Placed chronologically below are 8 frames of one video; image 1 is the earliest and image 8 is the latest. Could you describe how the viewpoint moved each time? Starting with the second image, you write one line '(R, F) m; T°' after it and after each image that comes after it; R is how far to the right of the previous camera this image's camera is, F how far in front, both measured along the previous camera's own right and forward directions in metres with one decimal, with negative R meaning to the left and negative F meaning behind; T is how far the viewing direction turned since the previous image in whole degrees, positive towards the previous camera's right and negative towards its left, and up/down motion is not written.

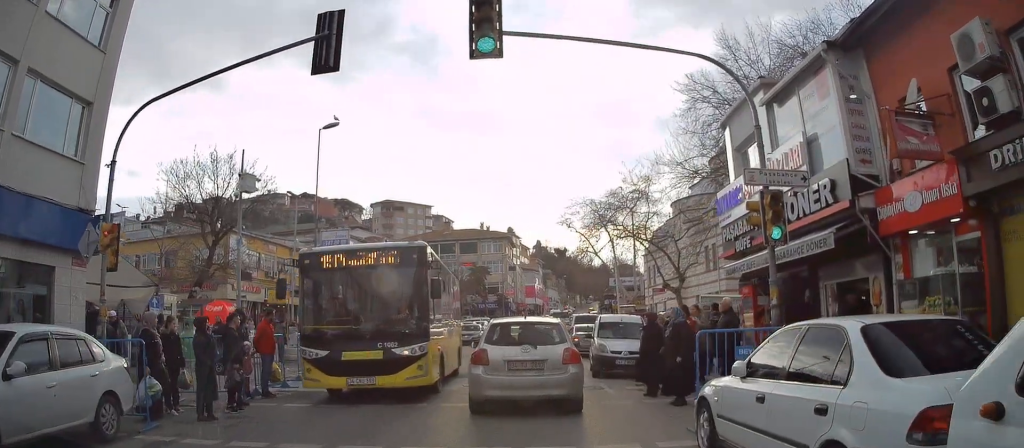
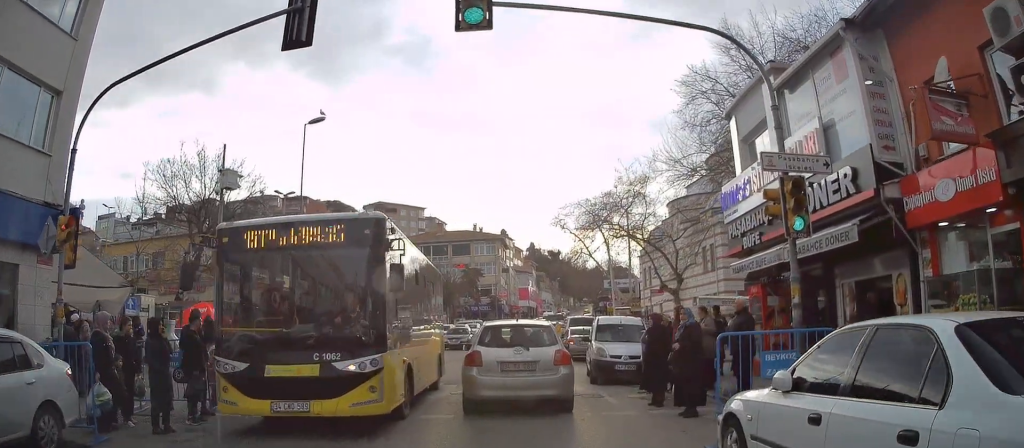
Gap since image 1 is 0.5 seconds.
(+0.2, +1.2) m; -1°
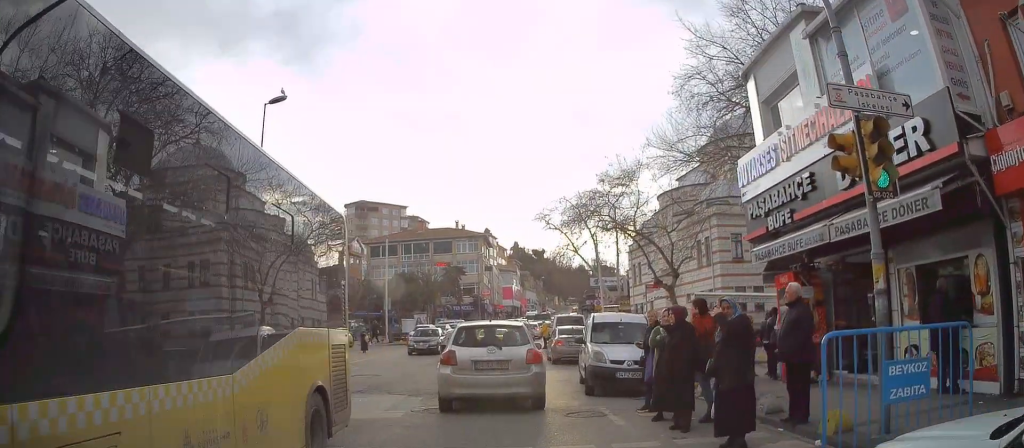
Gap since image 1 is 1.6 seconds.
(-0.2, +2.7) m; +1°
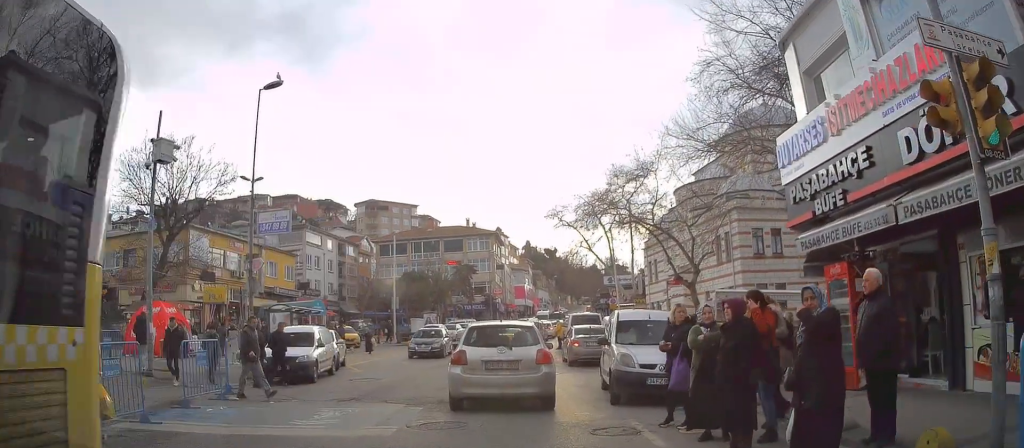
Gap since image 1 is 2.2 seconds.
(+0.1, +1.6) m; -2°
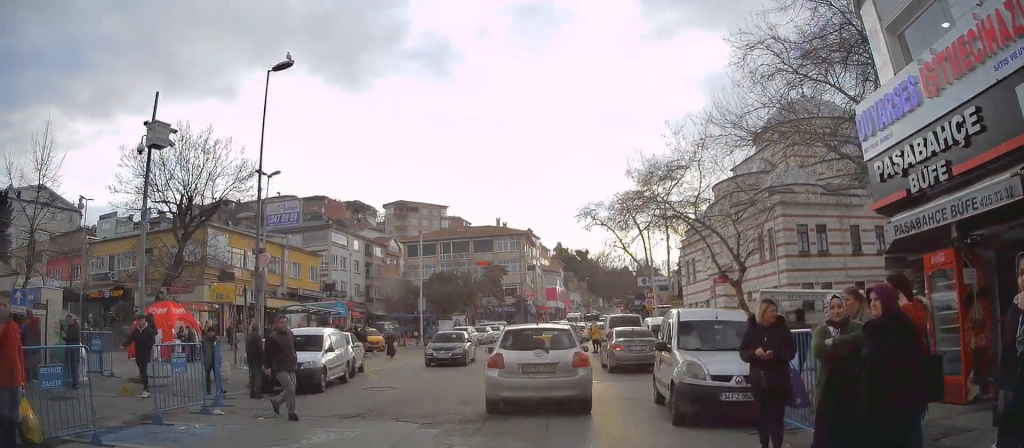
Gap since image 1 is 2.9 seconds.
(+0.2, +2.0) m; -4°
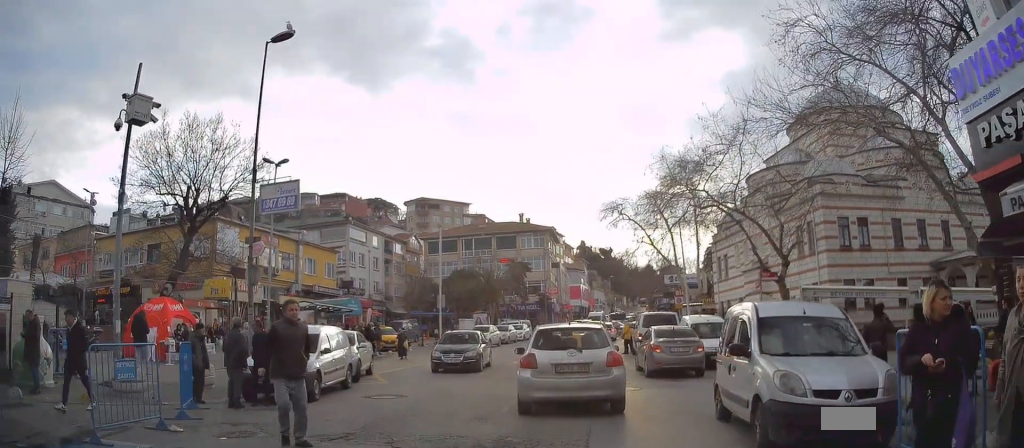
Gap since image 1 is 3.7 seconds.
(-0.5, +2.3) m; -5°
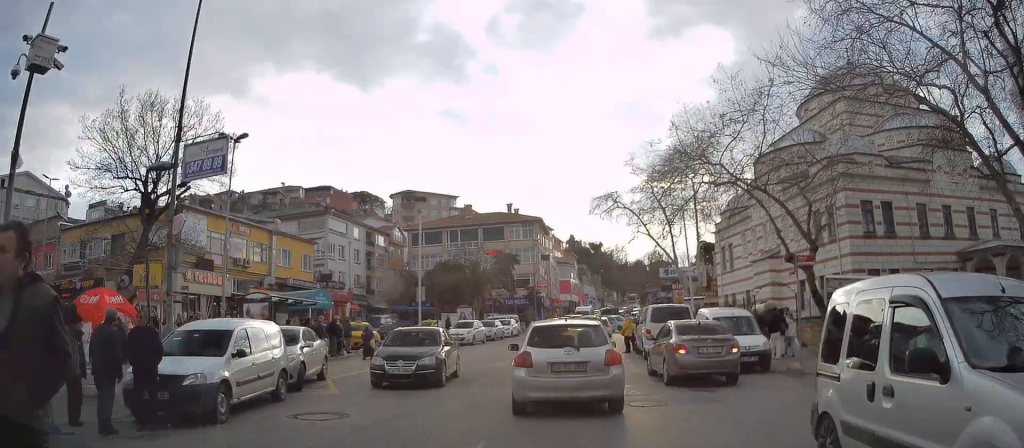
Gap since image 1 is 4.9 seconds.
(+0.2, +3.8) m; +5°
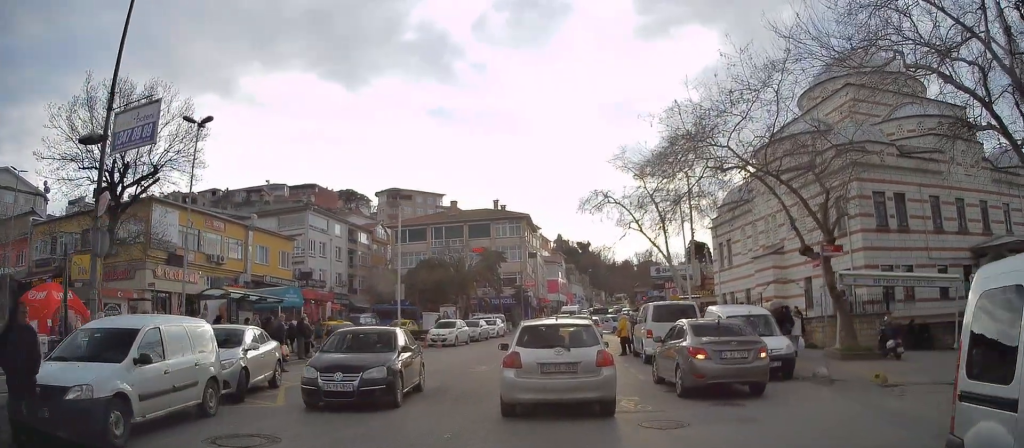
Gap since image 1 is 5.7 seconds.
(0.0, +2.5) m; +1°
